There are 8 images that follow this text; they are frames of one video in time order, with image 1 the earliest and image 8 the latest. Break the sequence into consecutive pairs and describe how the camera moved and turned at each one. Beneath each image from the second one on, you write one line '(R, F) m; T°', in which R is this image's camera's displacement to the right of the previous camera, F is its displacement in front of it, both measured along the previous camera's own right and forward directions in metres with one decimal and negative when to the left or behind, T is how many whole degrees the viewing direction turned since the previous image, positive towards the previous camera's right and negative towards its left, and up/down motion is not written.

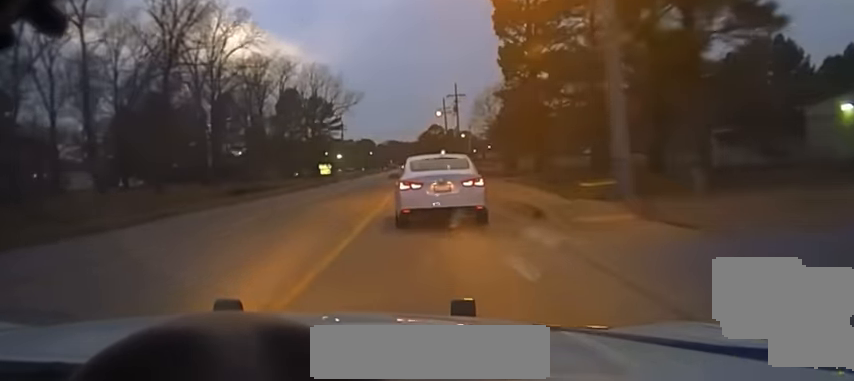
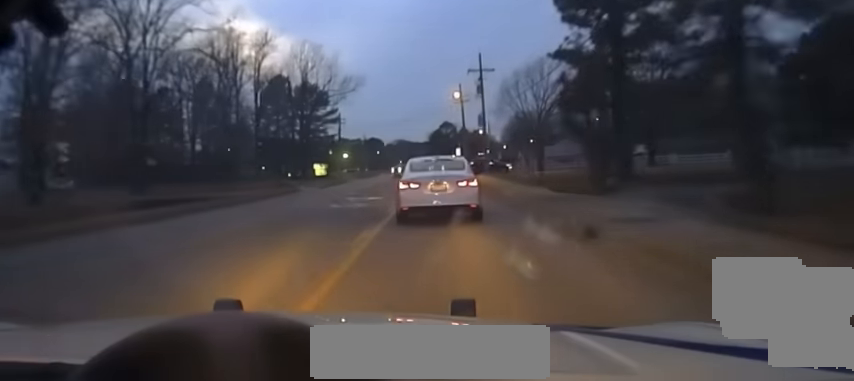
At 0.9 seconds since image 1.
(0.0, +25.2) m; 0°
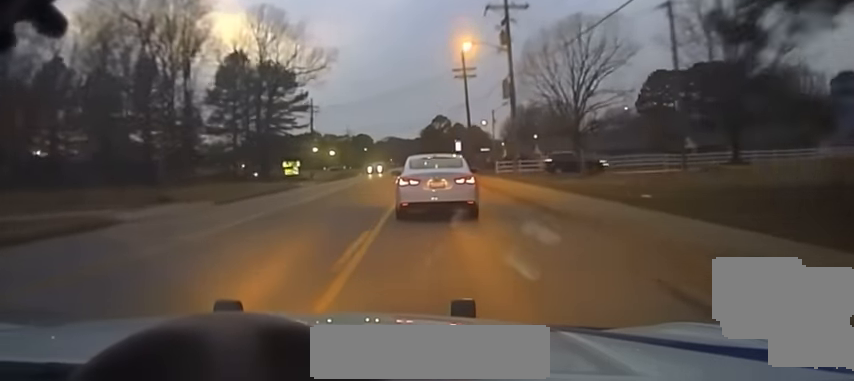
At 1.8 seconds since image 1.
(0.0, +28.0) m; 0°
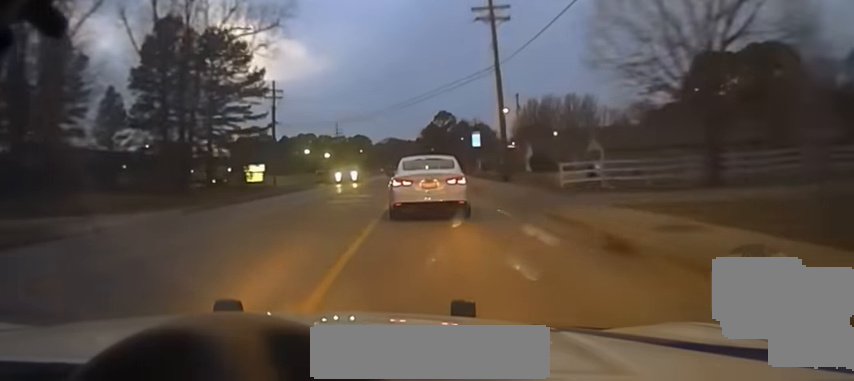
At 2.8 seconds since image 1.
(0.0, +31.8) m; -1°
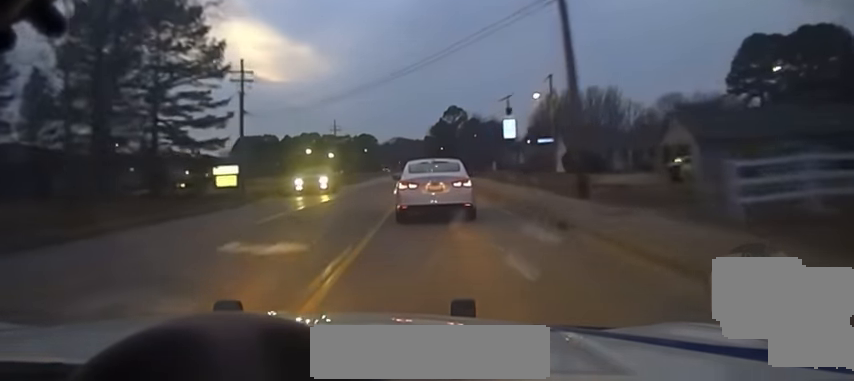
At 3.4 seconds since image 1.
(-0.2, +19.8) m; 0°
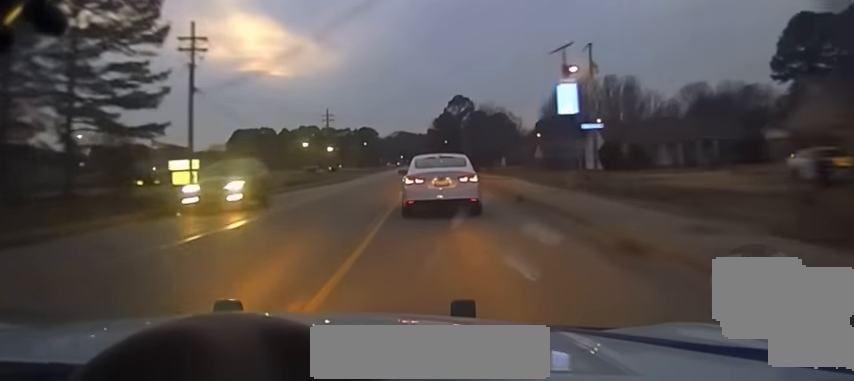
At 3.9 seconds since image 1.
(-0.3, +16.0) m; 0°
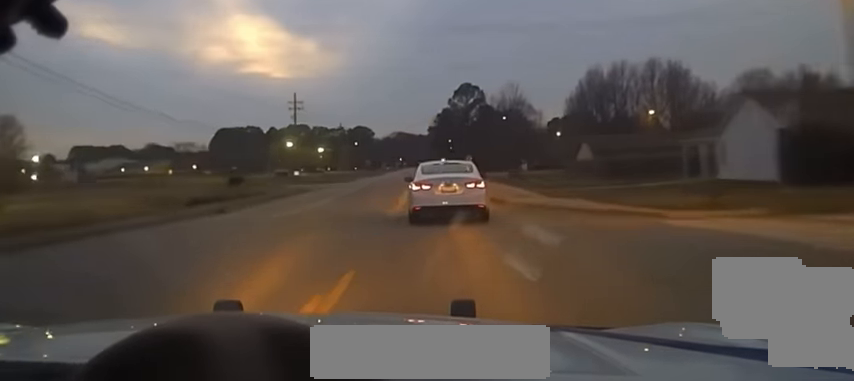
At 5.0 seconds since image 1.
(+0.5, +37.2) m; 0°
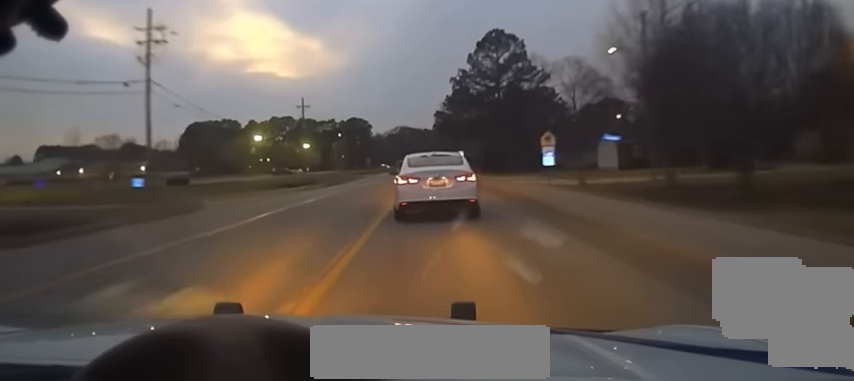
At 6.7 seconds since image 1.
(-0.9, +60.3) m; -1°
